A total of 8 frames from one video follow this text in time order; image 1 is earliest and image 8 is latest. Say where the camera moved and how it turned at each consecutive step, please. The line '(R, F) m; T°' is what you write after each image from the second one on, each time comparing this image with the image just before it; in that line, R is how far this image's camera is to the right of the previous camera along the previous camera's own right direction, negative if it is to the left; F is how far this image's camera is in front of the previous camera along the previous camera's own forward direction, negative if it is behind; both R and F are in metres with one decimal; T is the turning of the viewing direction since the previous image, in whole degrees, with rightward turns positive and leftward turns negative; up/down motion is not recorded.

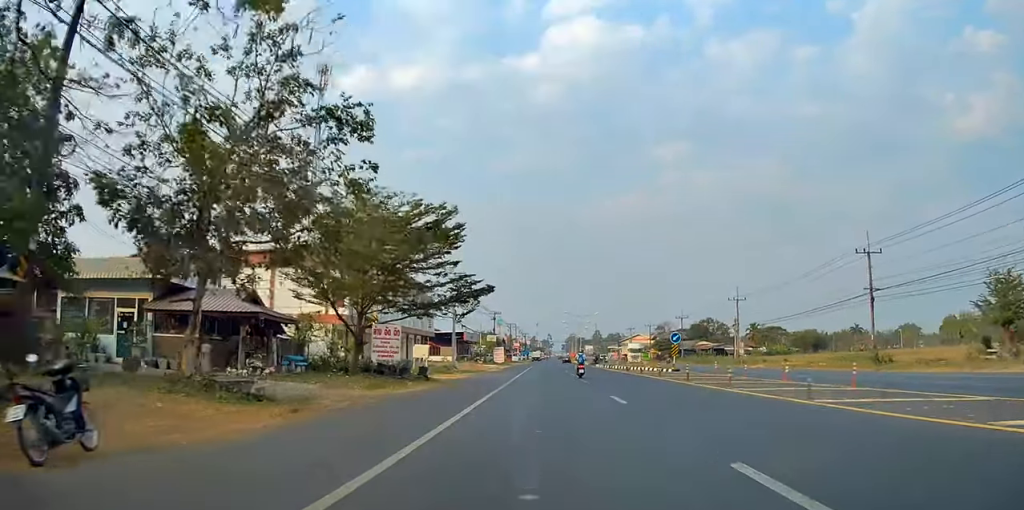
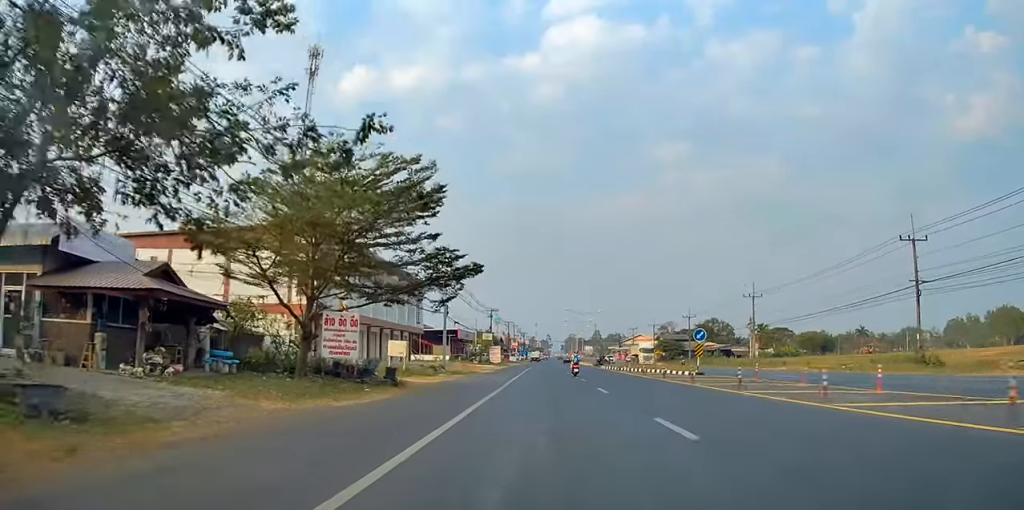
(-0.1, +7.0) m; -1°
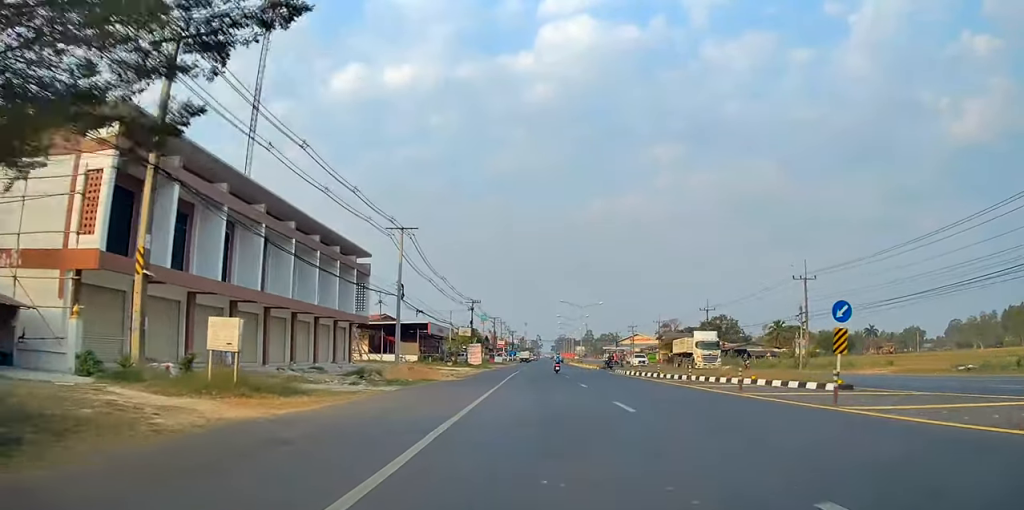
(-0.2, +18.4) m; 0°
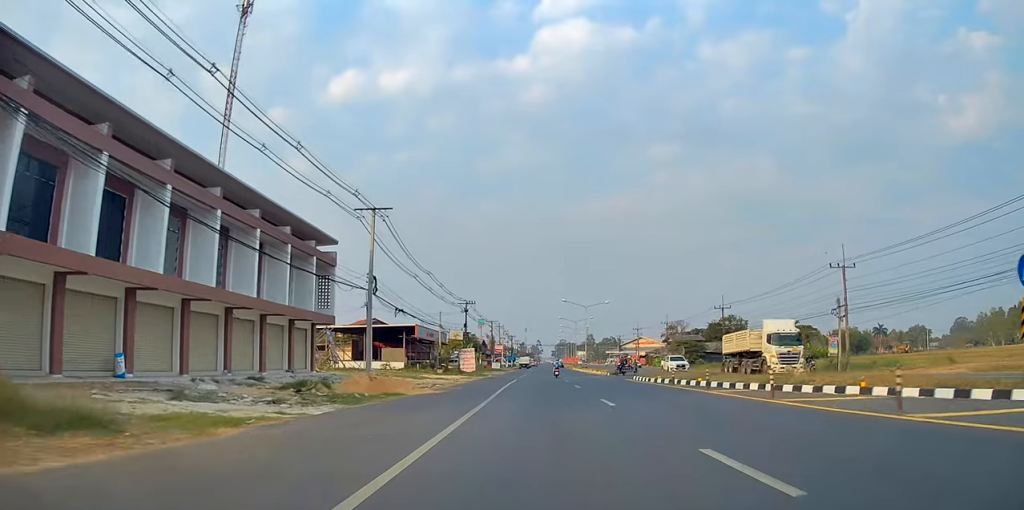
(+0.2, +8.6) m; +1°
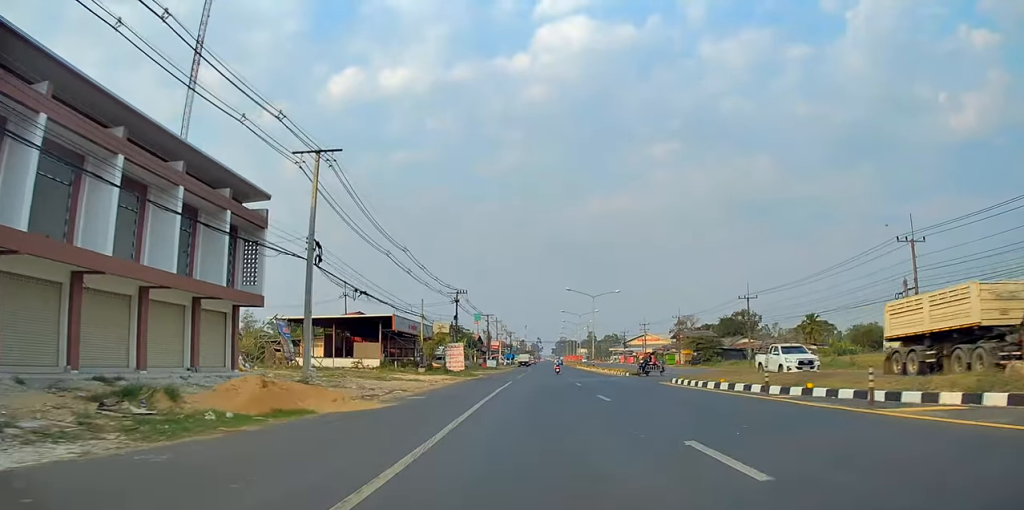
(+0.1, +11.1) m; +1°
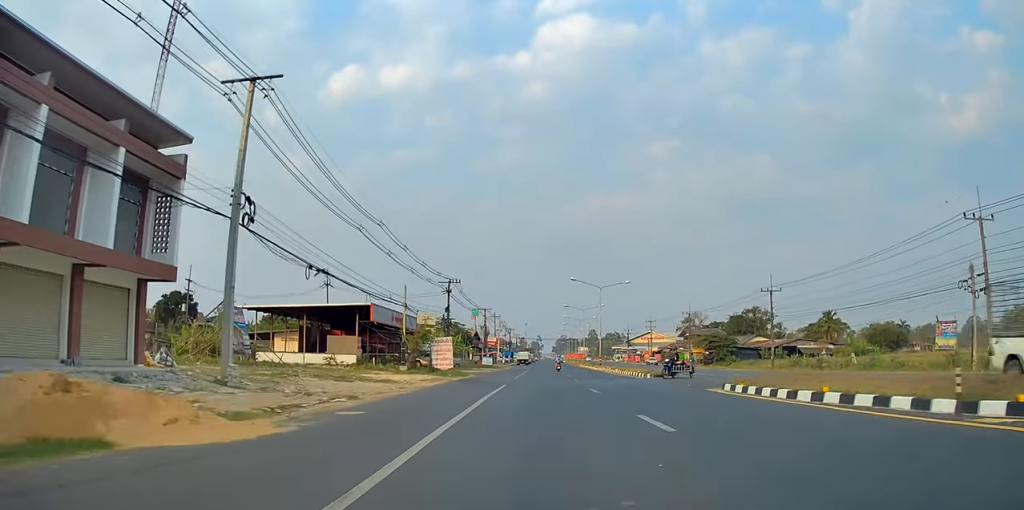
(0.0, +8.0) m; +1°
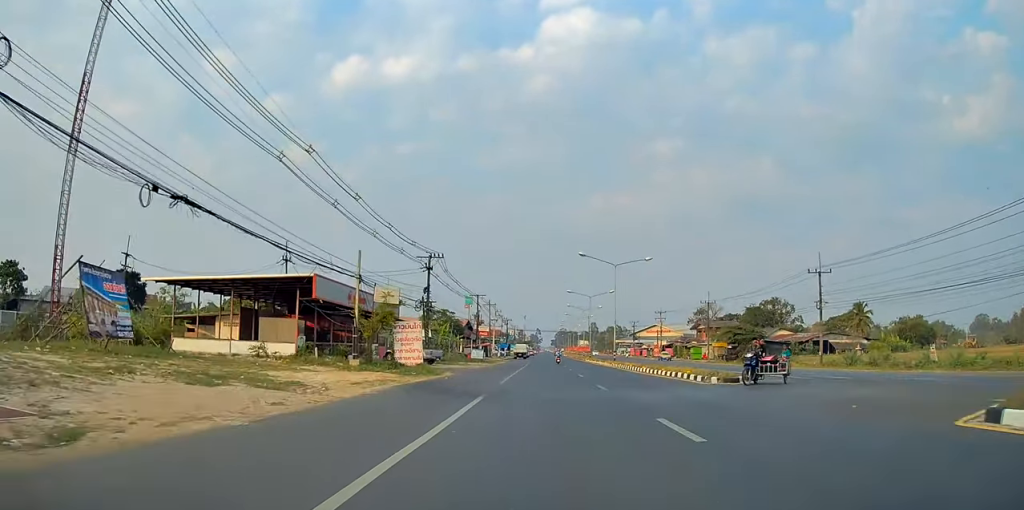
(+0.2, +13.6) m; +1°
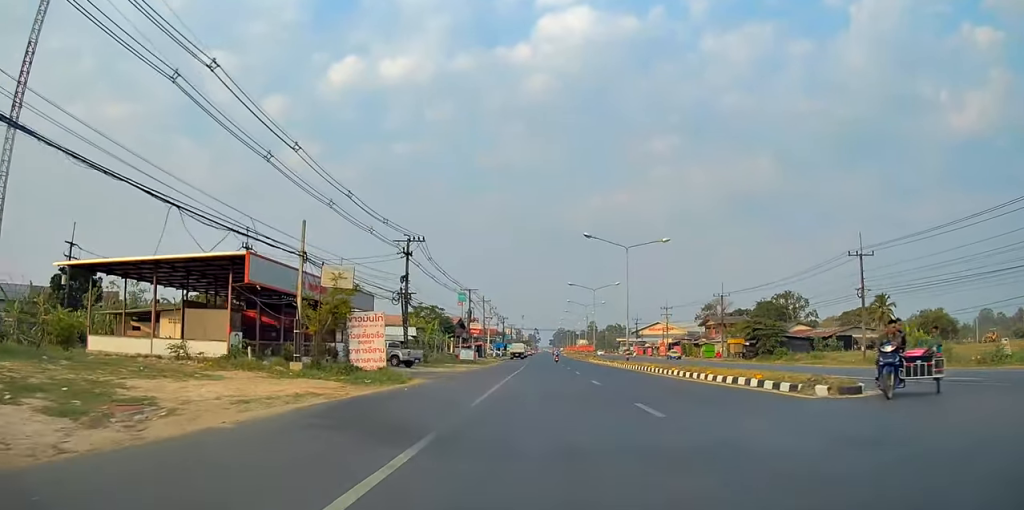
(0.0, +9.1) m; 0°
